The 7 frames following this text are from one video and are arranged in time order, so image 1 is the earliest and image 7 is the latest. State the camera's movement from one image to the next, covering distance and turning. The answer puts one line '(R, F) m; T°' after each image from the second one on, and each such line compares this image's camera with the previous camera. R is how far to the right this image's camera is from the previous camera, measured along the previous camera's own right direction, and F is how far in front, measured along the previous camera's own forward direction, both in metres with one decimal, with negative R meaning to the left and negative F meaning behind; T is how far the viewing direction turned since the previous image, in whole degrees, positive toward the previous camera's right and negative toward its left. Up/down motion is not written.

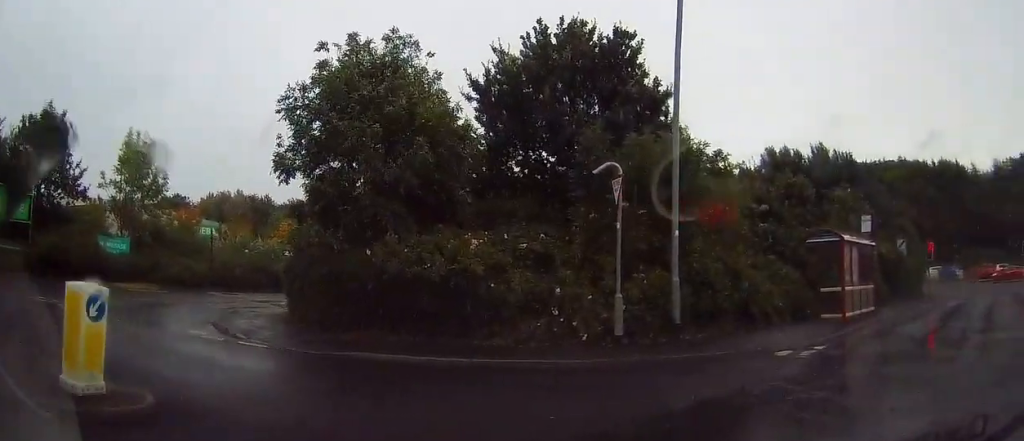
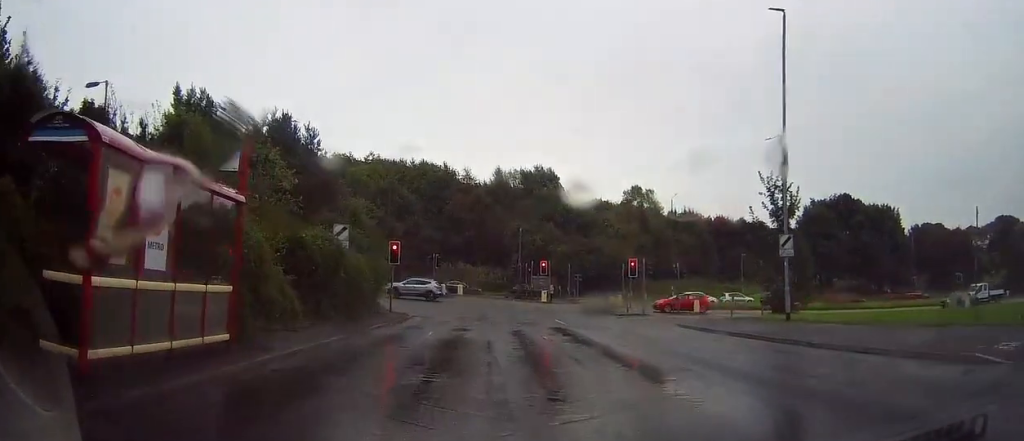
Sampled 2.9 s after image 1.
(+6.3, +9.5) m; +49°
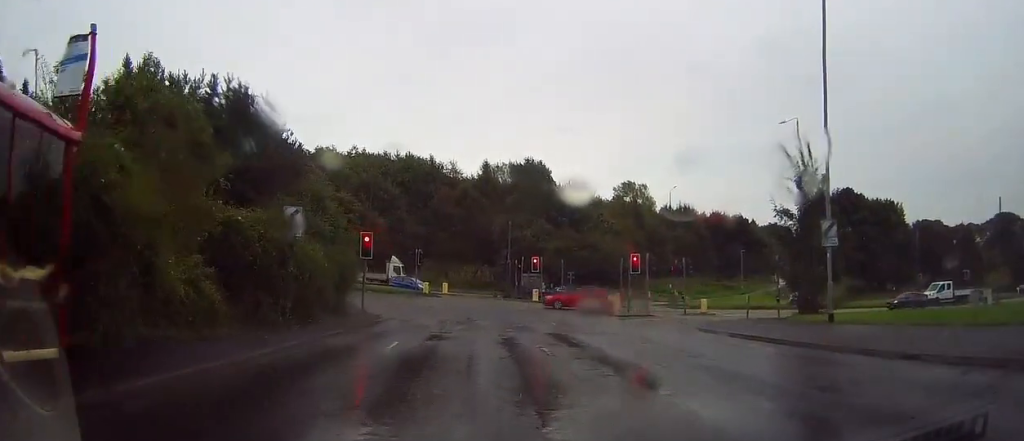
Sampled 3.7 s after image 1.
(-0.1, +4.2) m; -1°
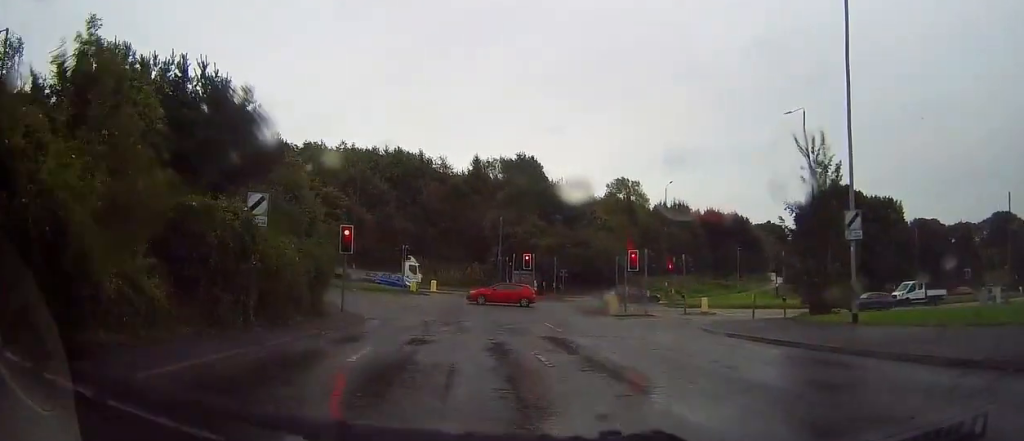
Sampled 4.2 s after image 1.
(0.0, +2.2) m; 0°
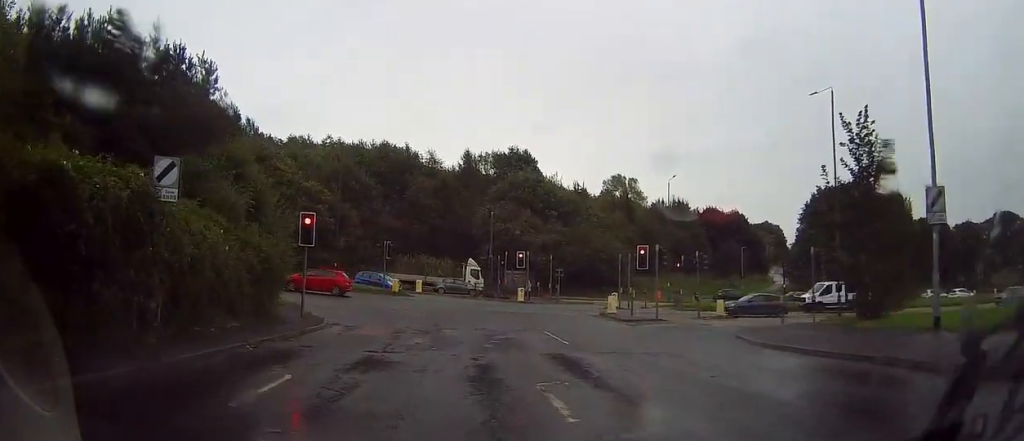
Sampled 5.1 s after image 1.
(0.0, +4.7) m; +2°
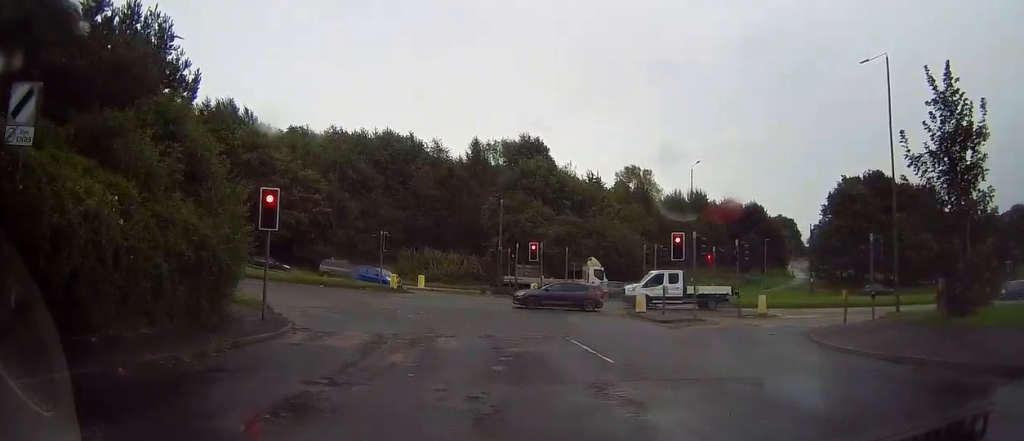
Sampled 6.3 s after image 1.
(+0.2, +5.1) m; +4°
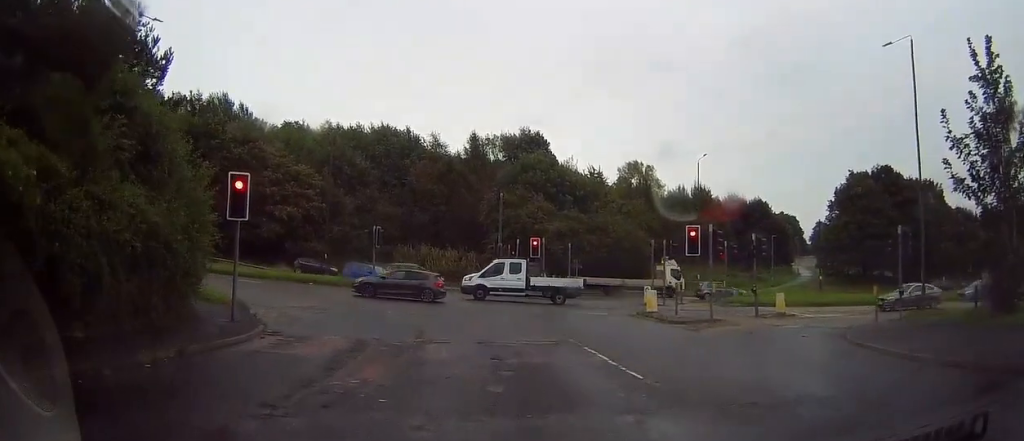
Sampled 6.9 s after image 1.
(+0.1, +2.5) m; +1°
